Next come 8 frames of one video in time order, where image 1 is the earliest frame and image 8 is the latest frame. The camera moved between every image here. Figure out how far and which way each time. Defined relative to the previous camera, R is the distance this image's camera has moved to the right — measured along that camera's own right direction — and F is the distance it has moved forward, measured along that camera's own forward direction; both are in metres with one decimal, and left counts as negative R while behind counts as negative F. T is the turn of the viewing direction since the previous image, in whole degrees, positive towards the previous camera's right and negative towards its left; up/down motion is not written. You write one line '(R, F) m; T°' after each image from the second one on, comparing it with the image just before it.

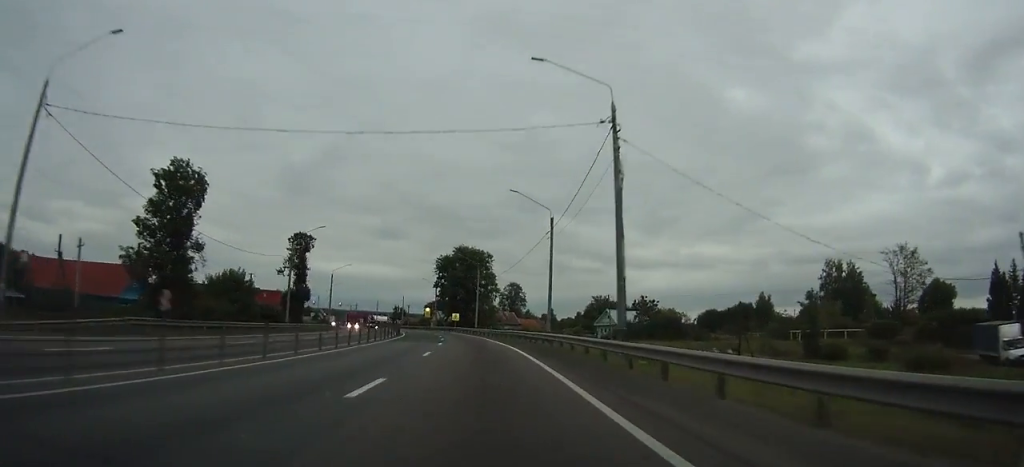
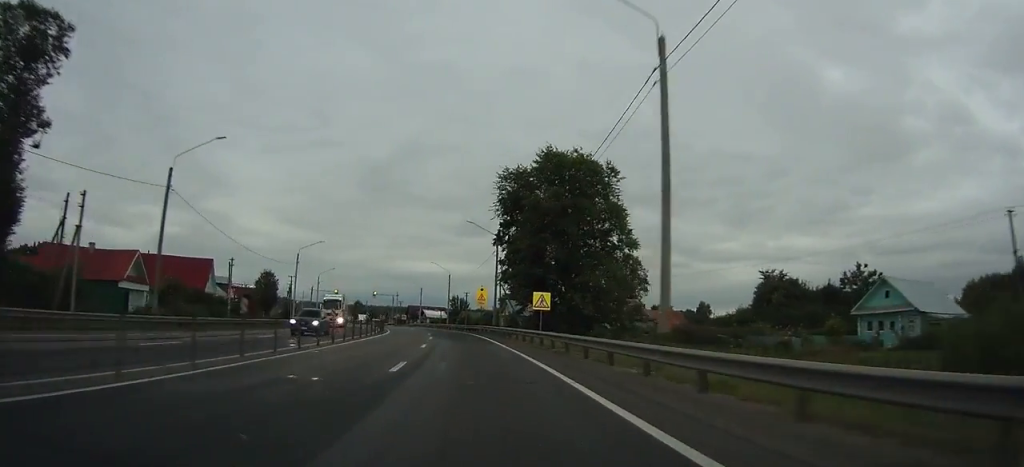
(-4.2, +69.1) m; -8°
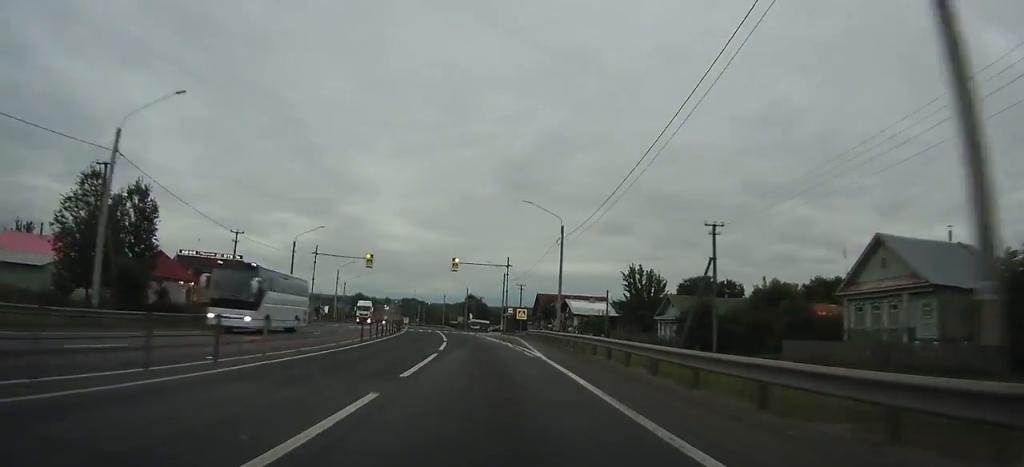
(-10.1, +91.0) m; -13°
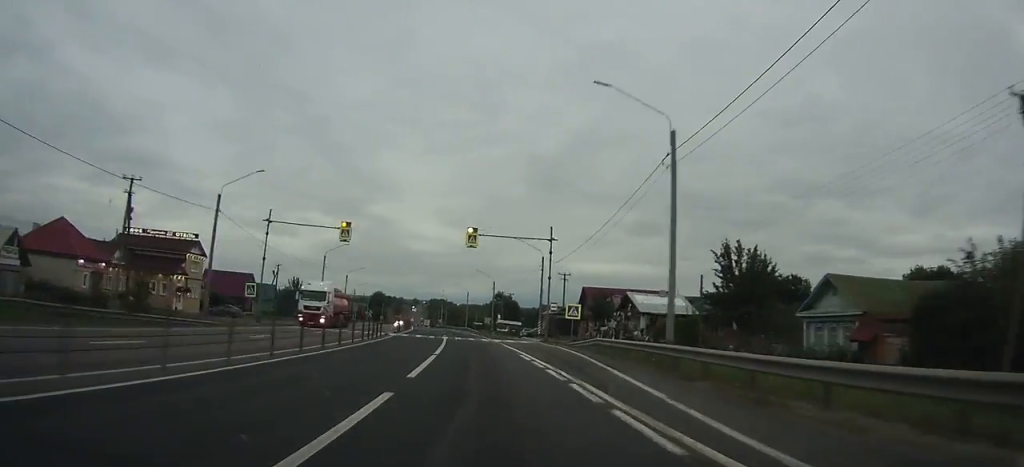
(-0.4, +24.0) m; -3°
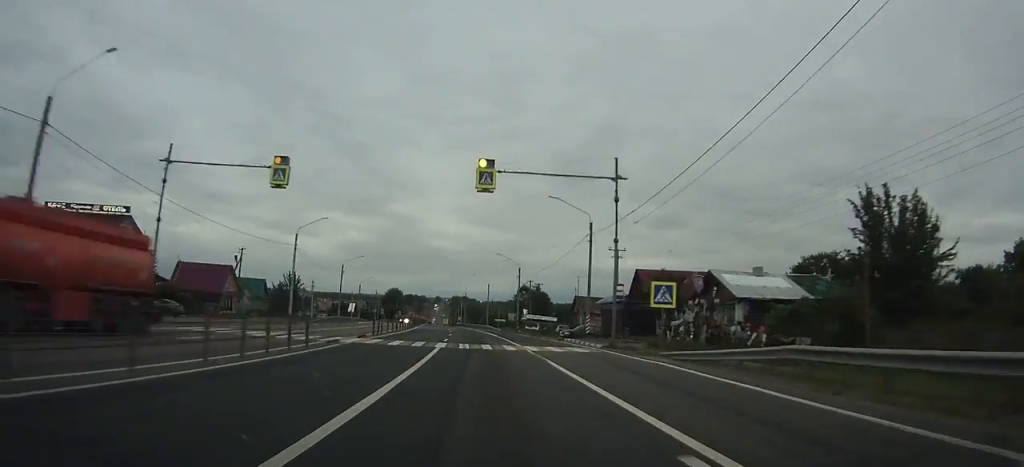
(-0.8, +19.4) m; -3°
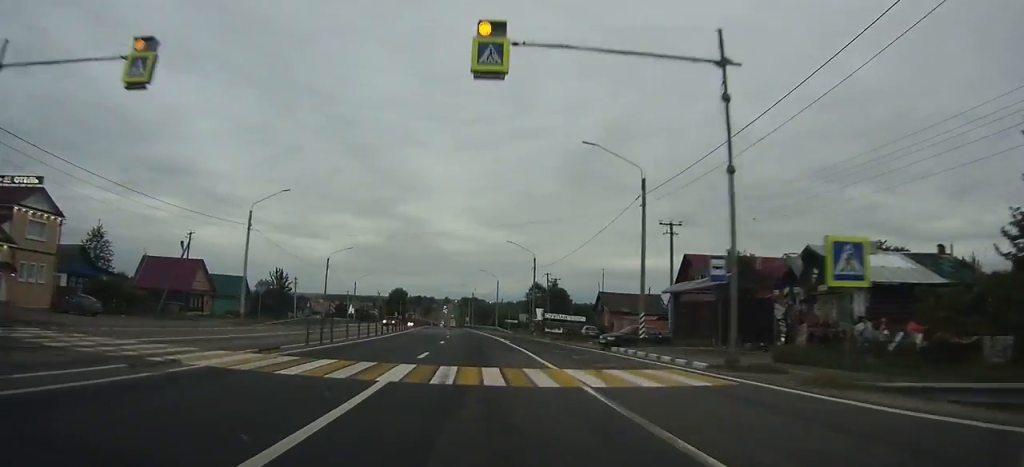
(-0.2, +13.7) m; -2°
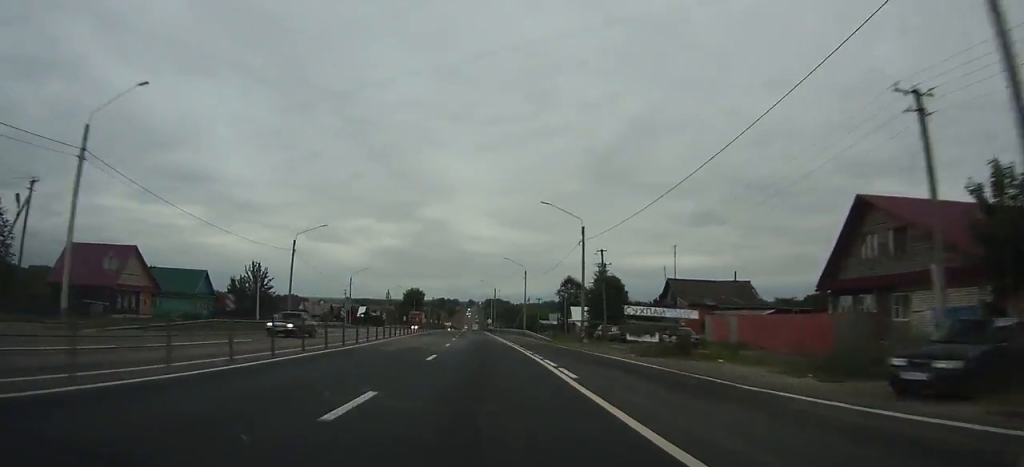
(-0.6, +22.9) m; -2°
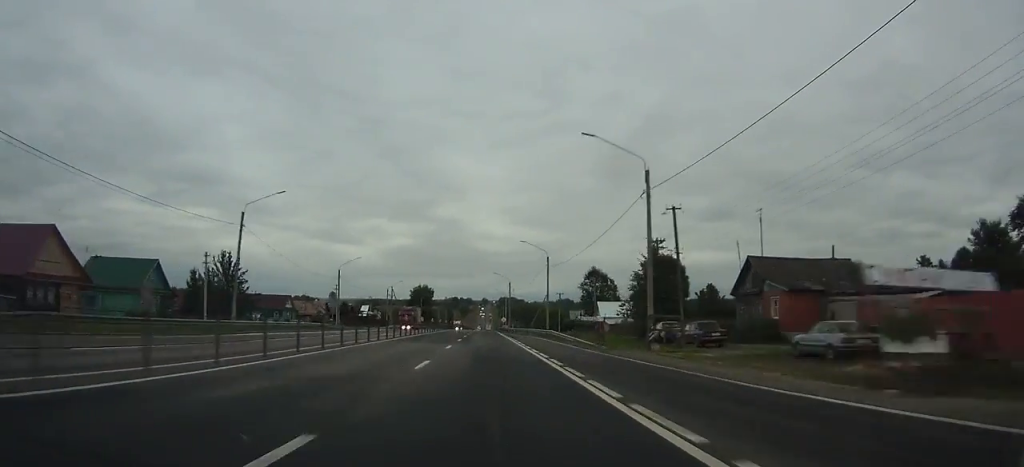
(0.0, +16.1) m; -1°
